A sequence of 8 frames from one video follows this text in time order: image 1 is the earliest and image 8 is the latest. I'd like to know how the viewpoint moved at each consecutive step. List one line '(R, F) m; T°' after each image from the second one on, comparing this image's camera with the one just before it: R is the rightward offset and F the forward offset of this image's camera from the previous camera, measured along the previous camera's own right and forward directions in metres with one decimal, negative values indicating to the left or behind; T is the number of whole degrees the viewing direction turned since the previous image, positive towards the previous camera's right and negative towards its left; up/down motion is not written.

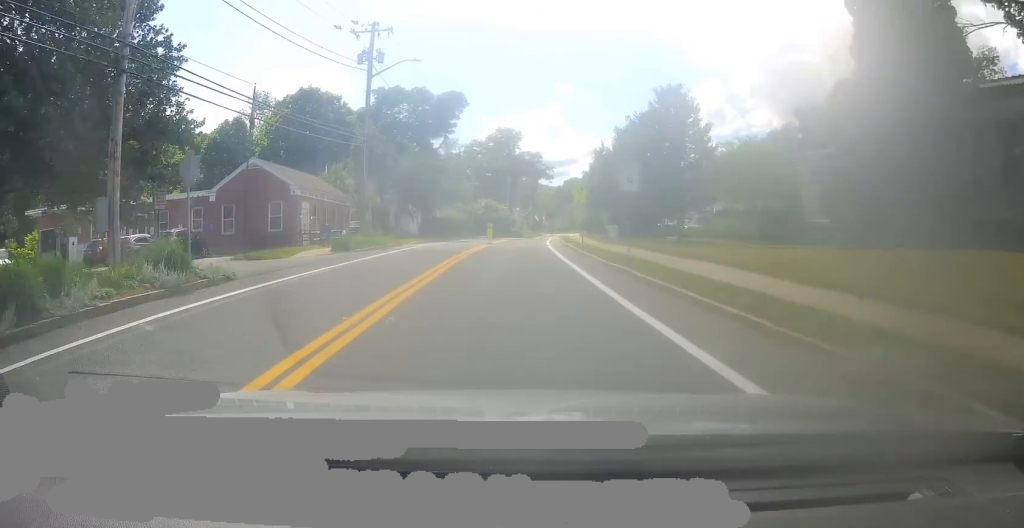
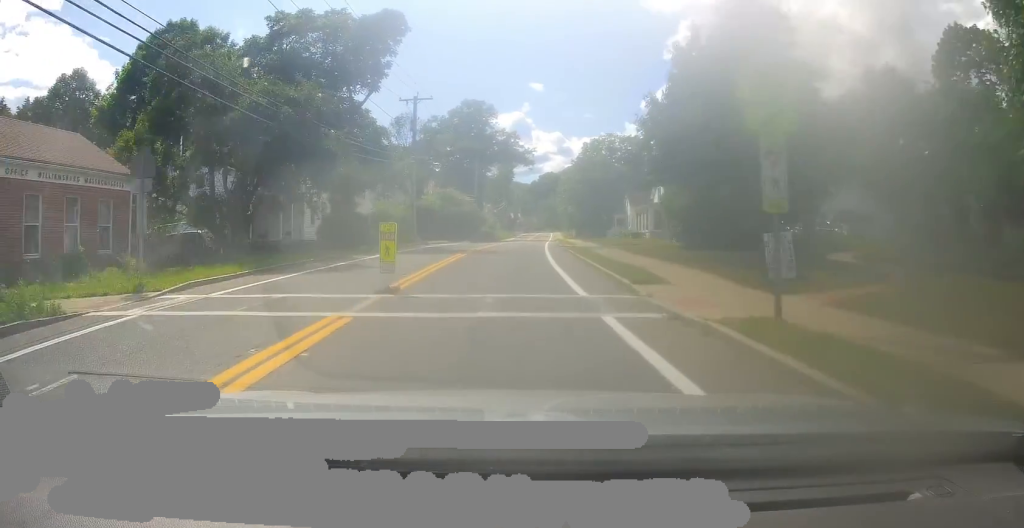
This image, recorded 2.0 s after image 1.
(-0.2, +28.6) m; +2°
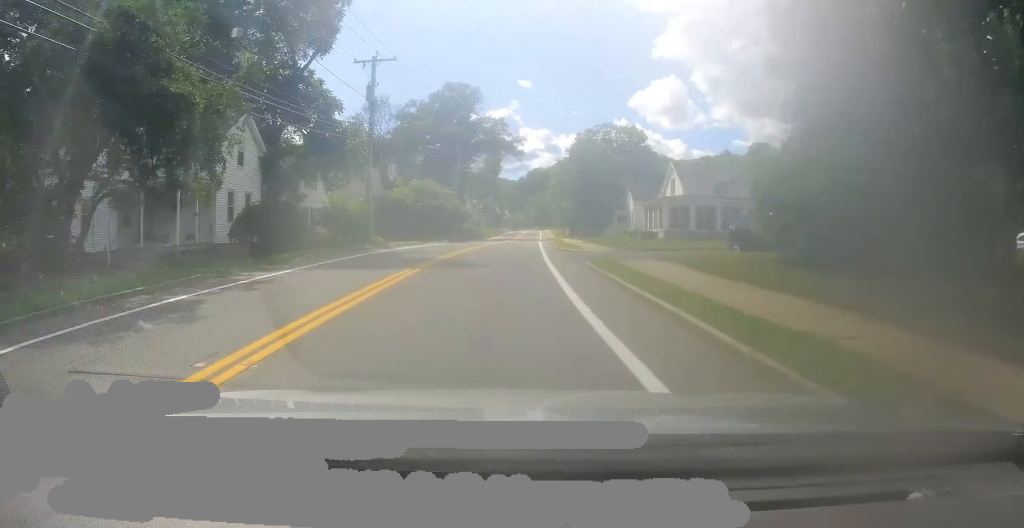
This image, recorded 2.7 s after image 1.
(0.0, +11.5) m; +1°
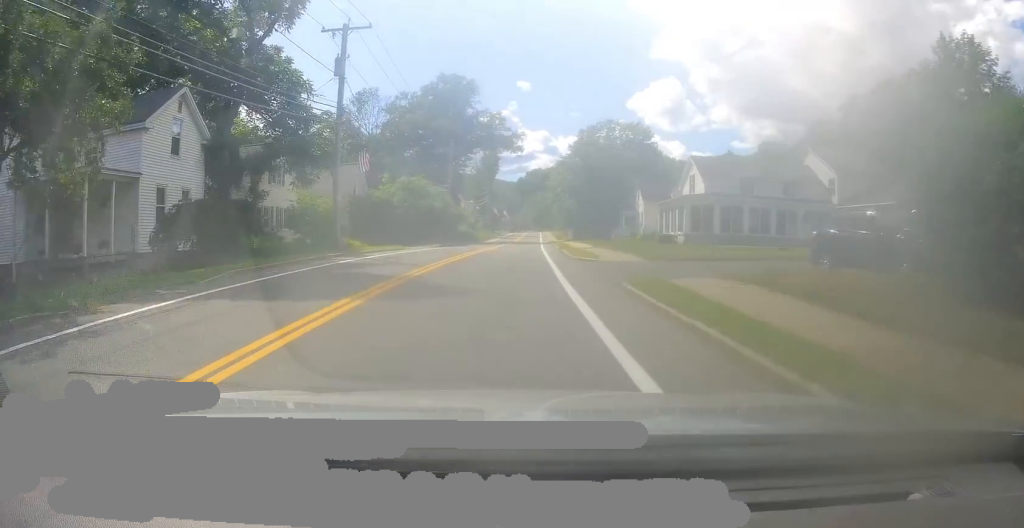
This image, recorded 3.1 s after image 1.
(0.0, +6.1) m; +1°
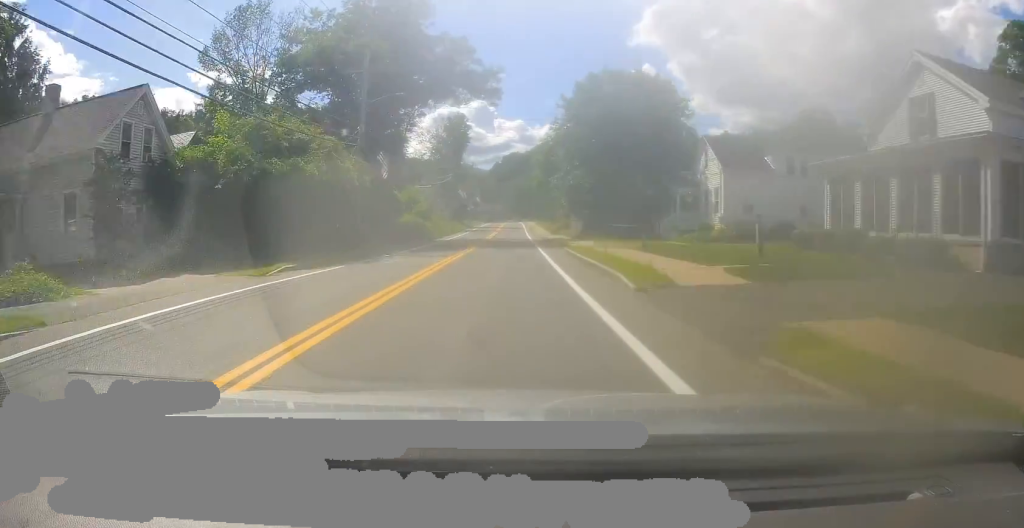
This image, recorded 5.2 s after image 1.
(+0.3, +33.0) m; 0°
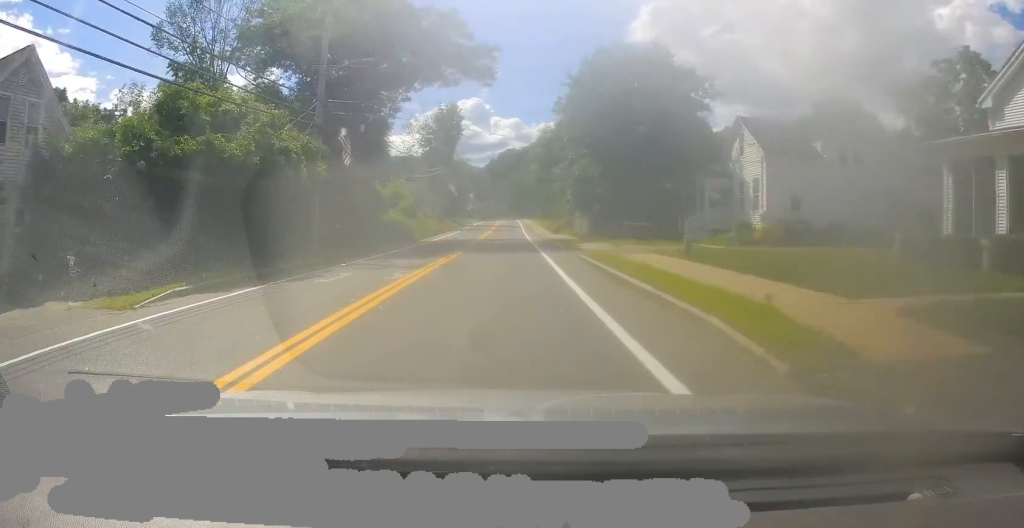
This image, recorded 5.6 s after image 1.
(-0.1, +7.5) m; +1°
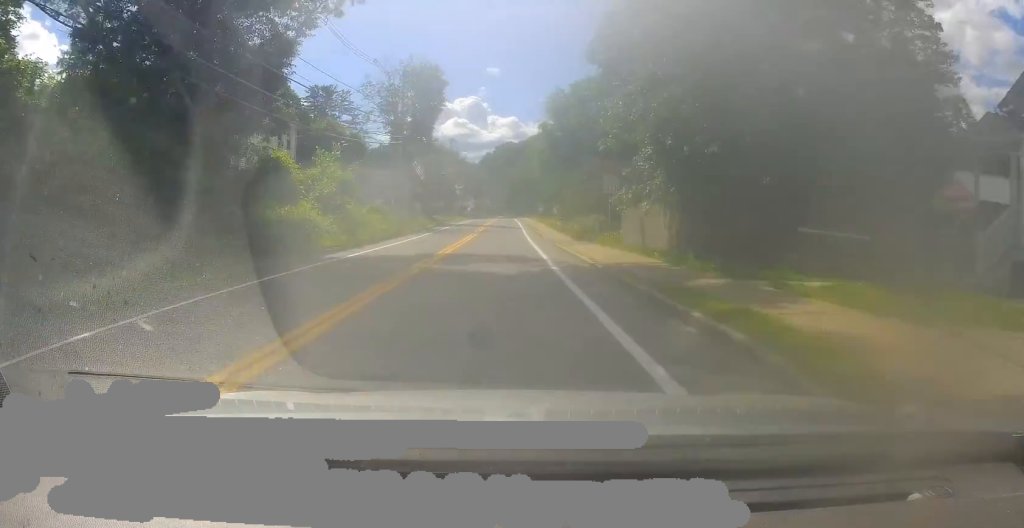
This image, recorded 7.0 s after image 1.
(+0.5, +23.9) m; 0°
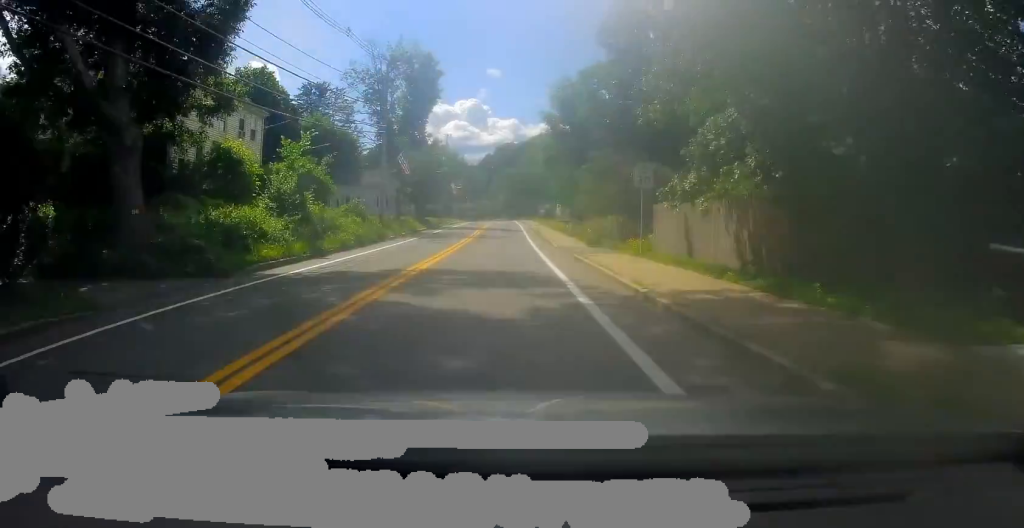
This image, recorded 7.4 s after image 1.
(-0.2, +6.9) m; 0°
